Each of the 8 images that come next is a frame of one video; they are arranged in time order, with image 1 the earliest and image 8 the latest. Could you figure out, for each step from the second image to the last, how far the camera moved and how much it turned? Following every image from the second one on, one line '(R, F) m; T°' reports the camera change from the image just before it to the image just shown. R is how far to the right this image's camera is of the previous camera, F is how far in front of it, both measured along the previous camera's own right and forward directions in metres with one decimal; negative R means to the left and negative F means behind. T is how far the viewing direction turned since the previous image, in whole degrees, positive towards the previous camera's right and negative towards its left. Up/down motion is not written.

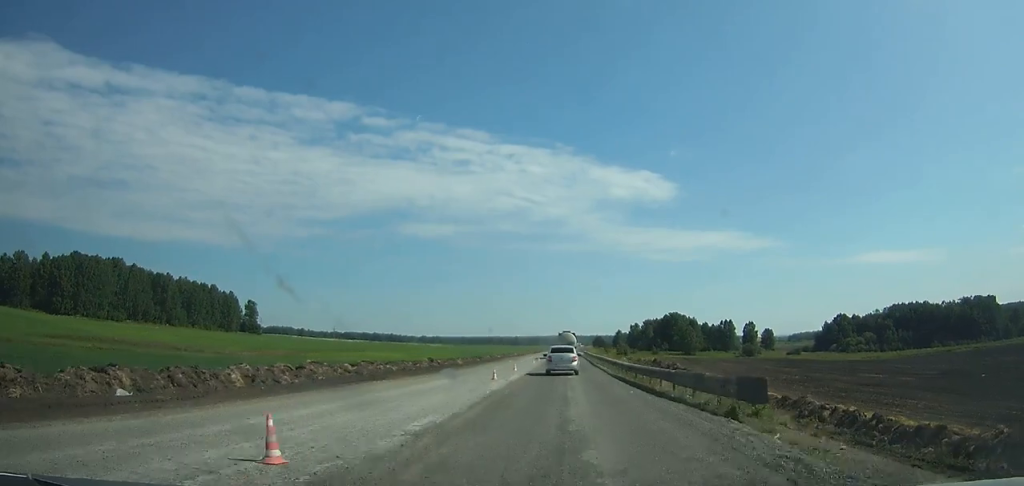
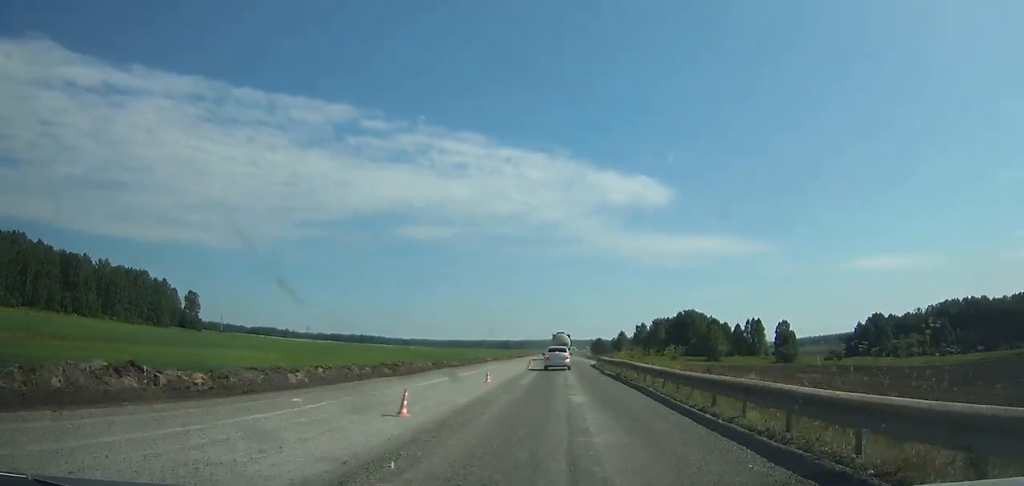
(+0.2, +51.3) m; 0°
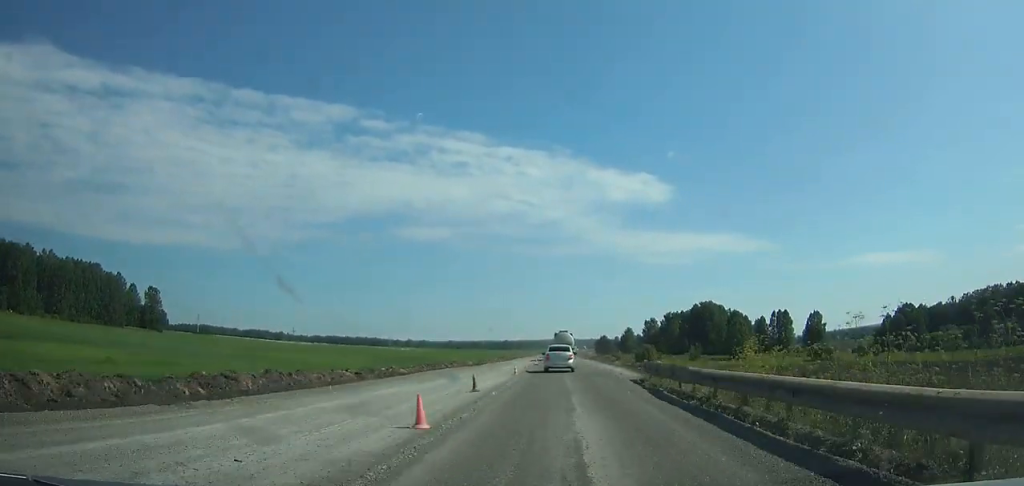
(+0.1, +29.3) m; 0°
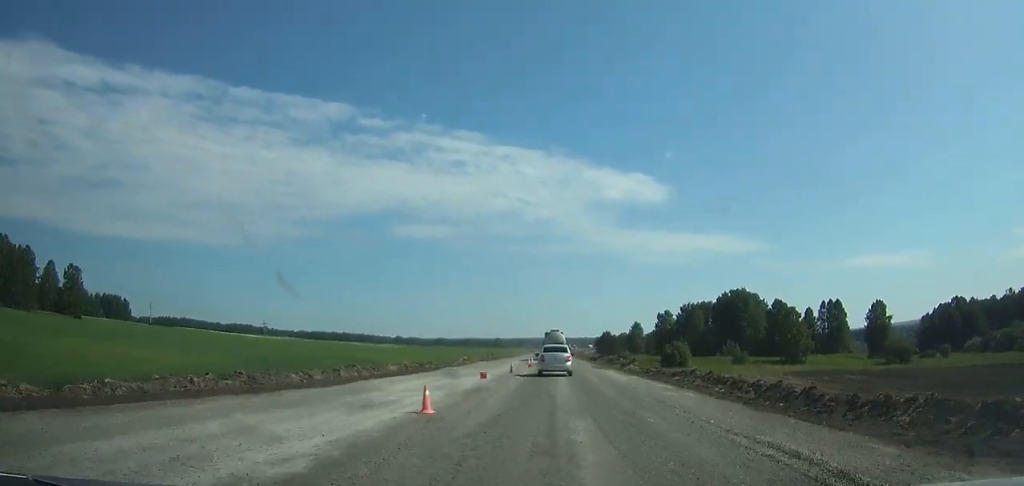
(+0.1, +46.4) m; 0°
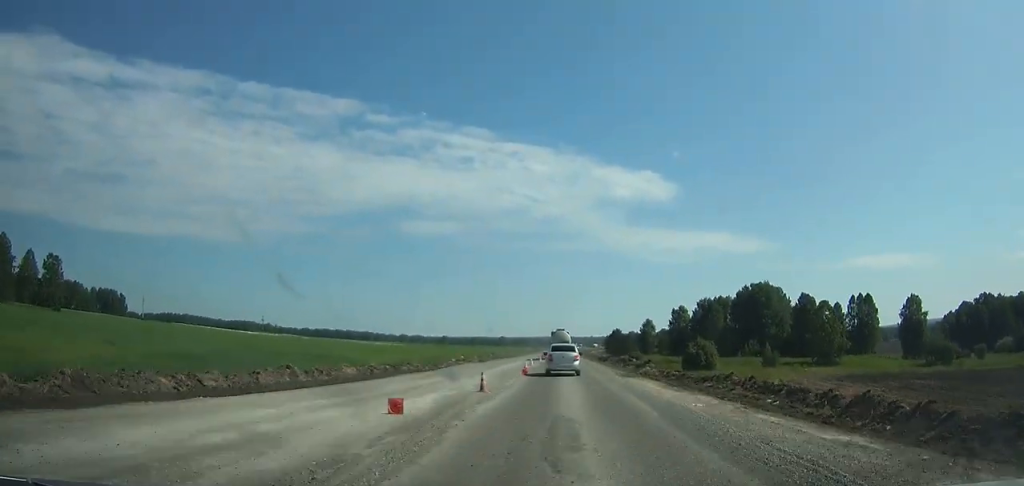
(0.0, +14.4) m; 0°
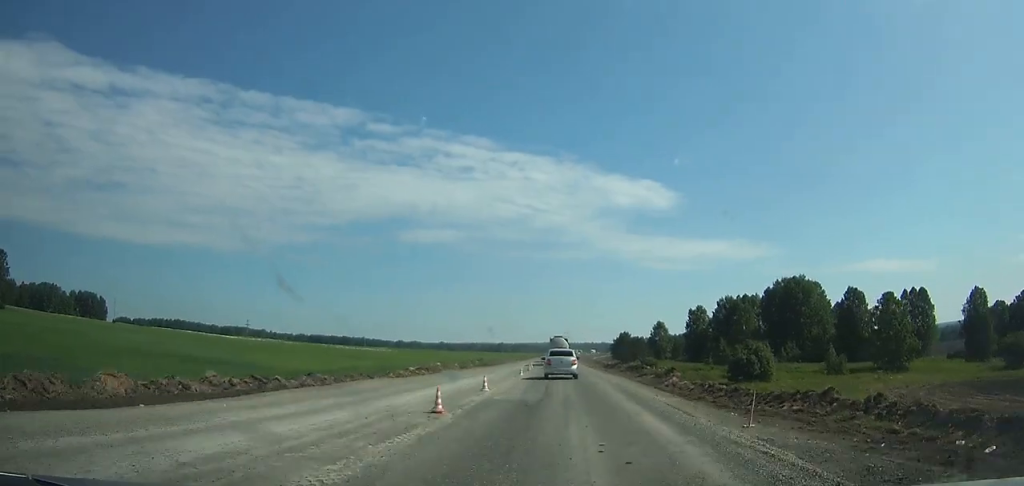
(+0.1, +25.8) m; 0°
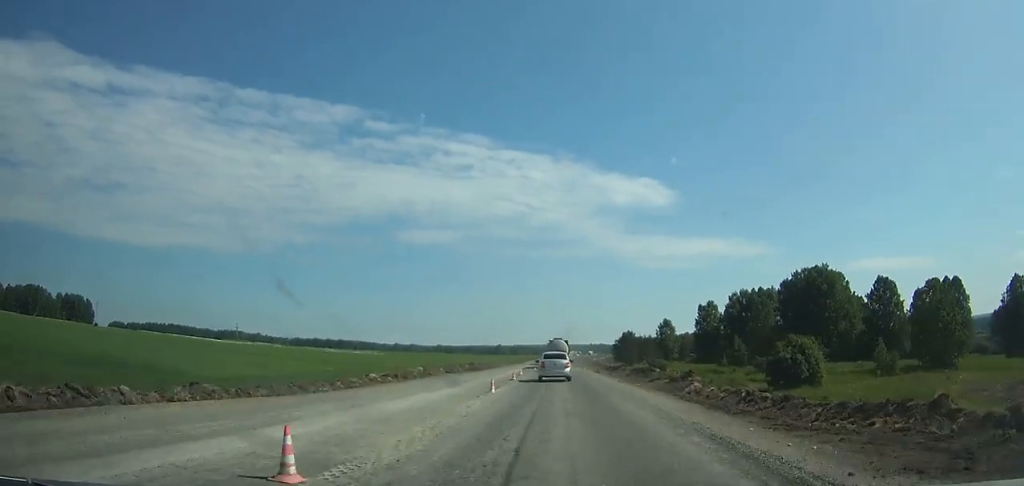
(+0.1, +13.4) m; 0°
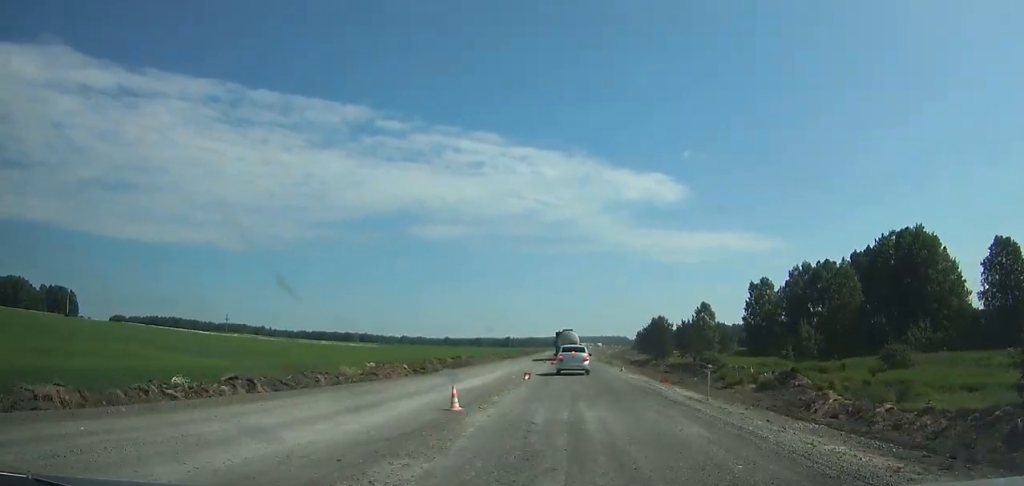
(-0.4, +30.4) m; -1°
